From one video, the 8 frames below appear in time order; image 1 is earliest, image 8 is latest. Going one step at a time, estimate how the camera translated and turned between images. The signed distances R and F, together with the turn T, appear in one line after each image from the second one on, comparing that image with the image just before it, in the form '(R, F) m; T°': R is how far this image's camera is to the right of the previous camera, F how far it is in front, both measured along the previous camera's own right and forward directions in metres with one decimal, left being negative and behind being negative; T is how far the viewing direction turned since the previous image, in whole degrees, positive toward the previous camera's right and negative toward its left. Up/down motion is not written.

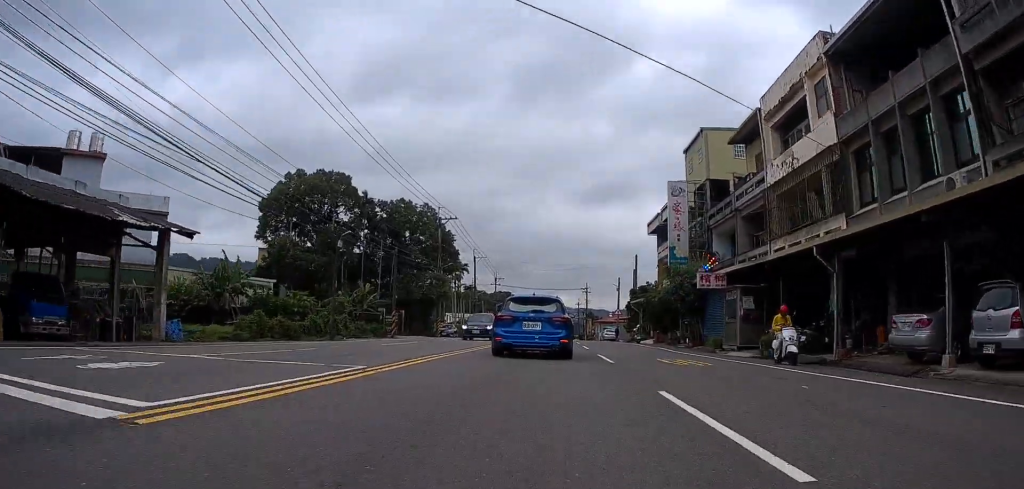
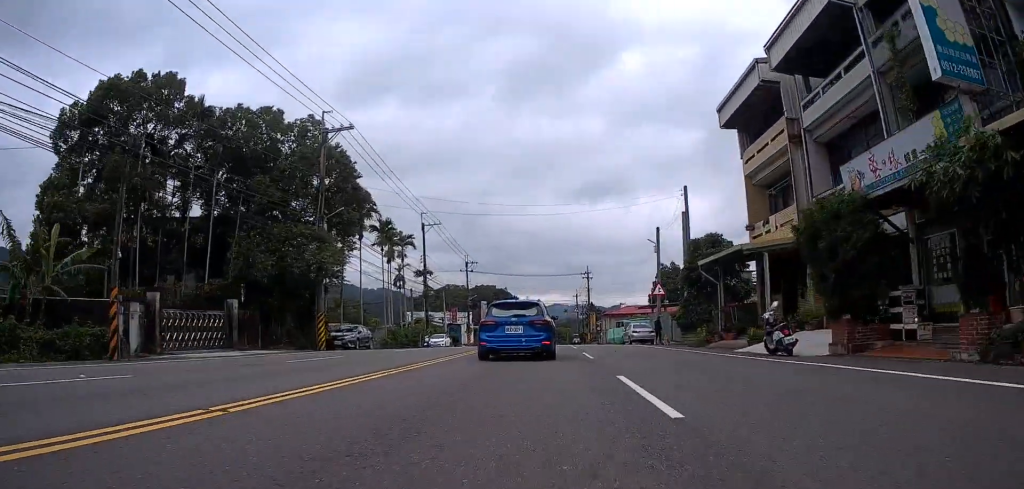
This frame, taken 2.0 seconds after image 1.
(+0.3, +30.2) m; +3°
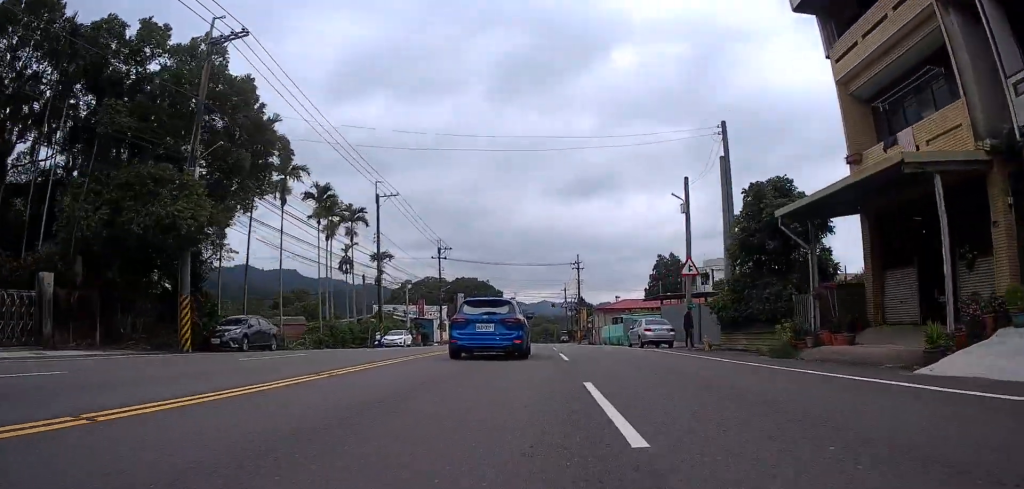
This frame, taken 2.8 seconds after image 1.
(+0.4, +11.4) m; +2°
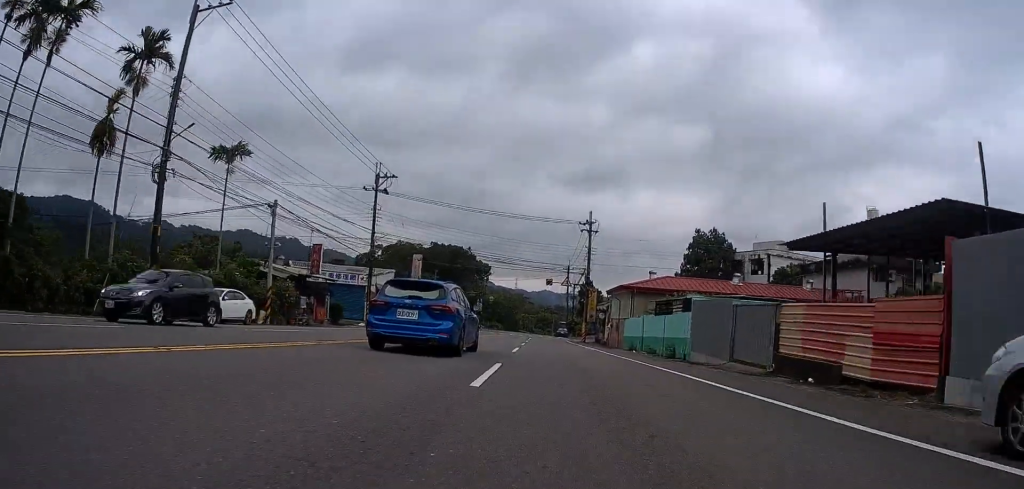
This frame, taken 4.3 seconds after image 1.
(+0.2, +27.8) m; 0°
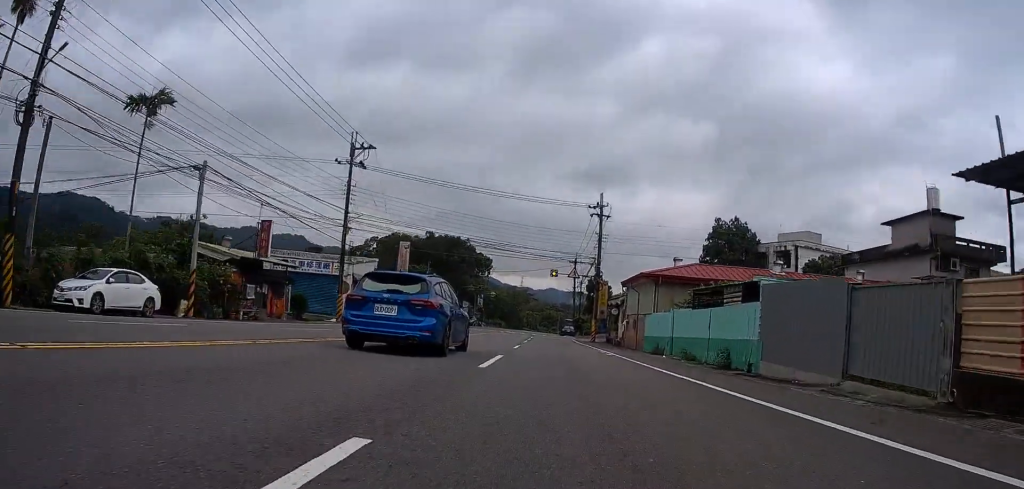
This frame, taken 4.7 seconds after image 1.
(+0.1, +7.4) m; -1°
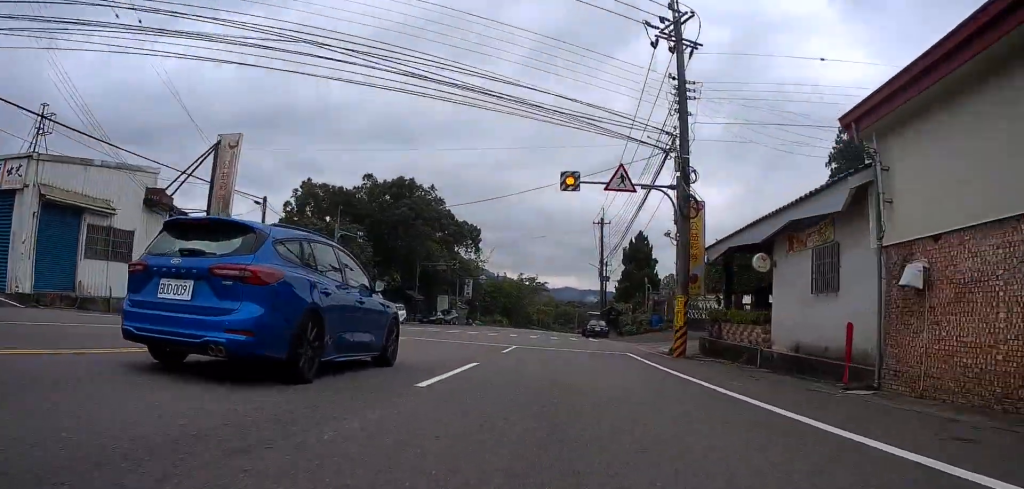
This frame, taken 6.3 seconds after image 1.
(-1.0, +32.7) m; -2°
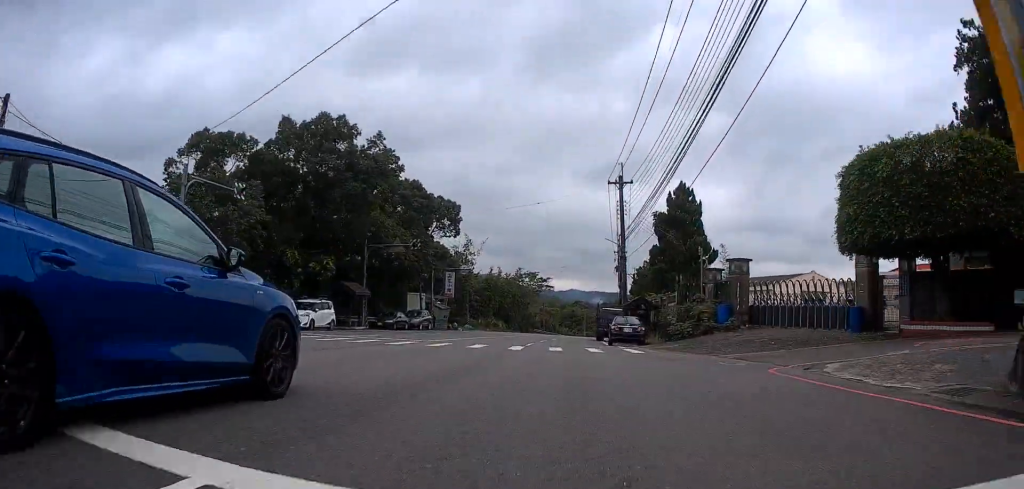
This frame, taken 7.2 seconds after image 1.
(0.0, +17.6) m; +1°
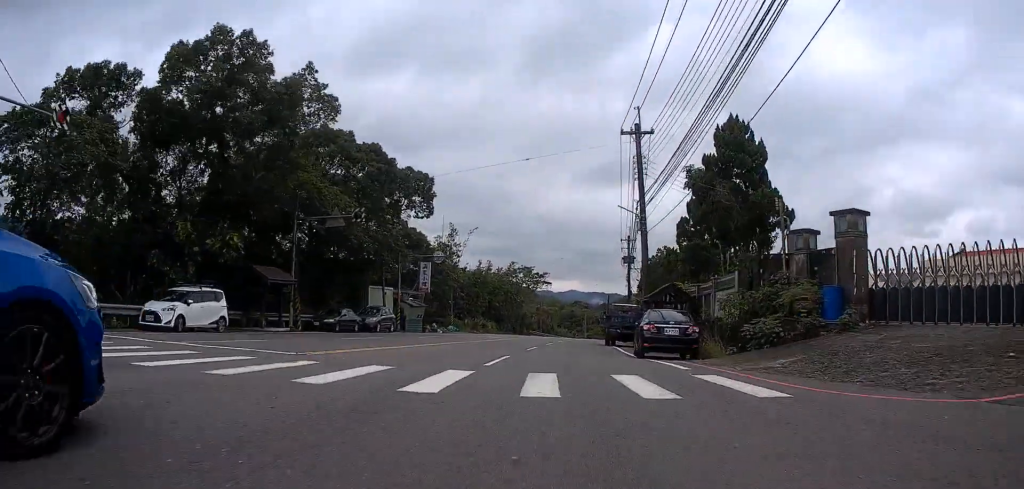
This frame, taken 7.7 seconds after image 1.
(-0.2, +11.9) m; +2°
